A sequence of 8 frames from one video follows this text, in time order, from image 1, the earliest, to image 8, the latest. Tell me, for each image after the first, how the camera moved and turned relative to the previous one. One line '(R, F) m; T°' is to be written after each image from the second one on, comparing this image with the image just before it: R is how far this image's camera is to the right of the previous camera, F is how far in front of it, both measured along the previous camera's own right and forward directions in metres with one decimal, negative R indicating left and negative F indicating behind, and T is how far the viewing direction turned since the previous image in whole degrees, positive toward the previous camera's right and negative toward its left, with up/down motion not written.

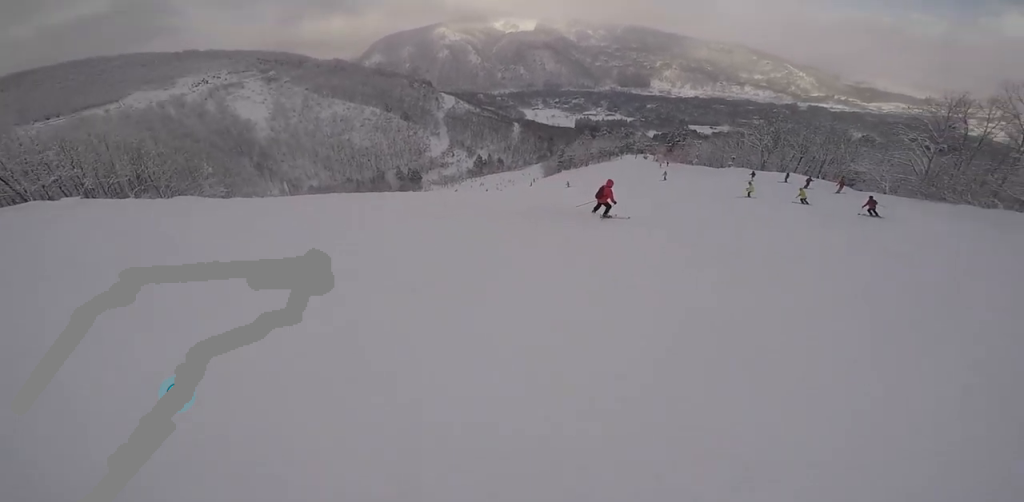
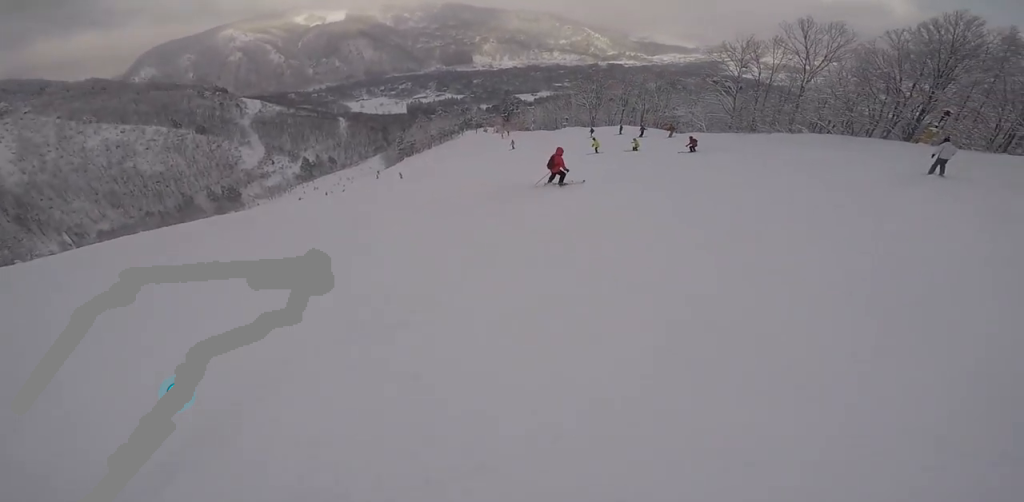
(+0.9, +2.7) m; +30°
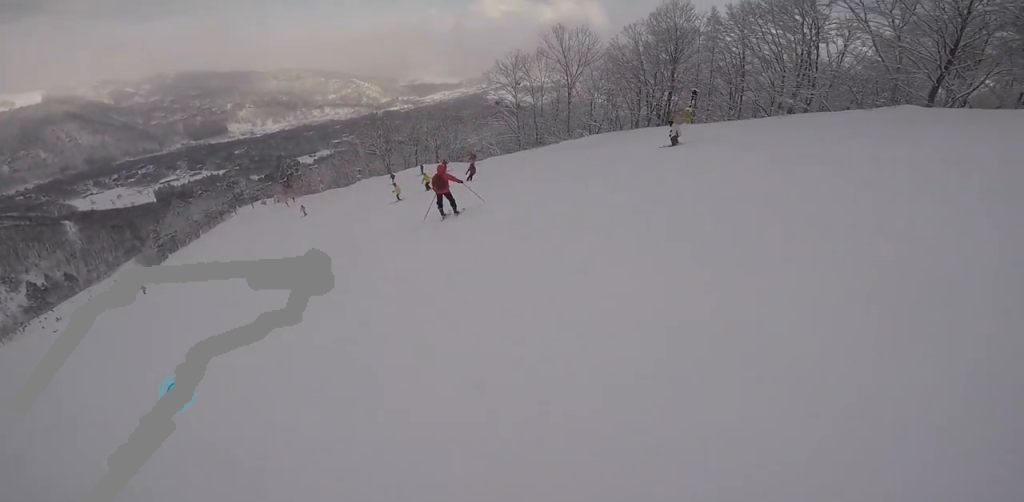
(+0.9, +2.9) m; +26°
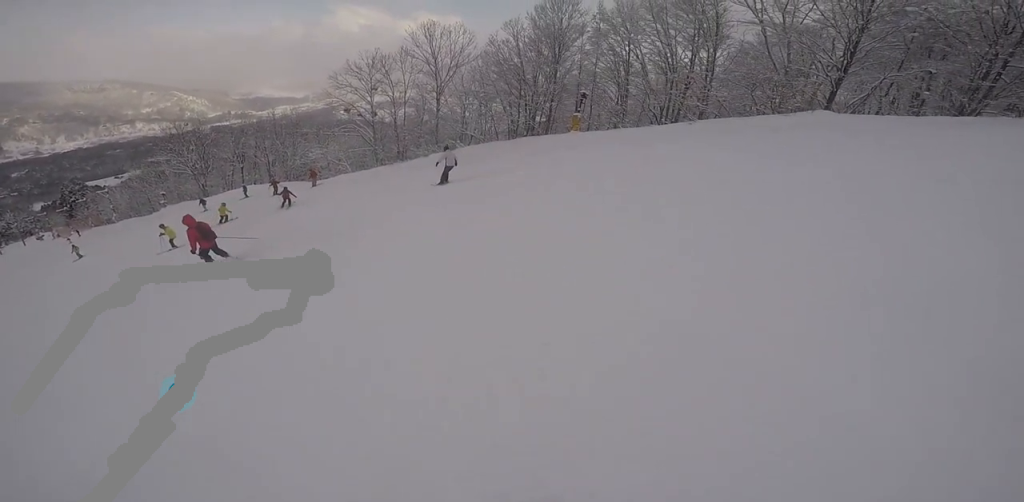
(+1.9, +5.4) m; +20°
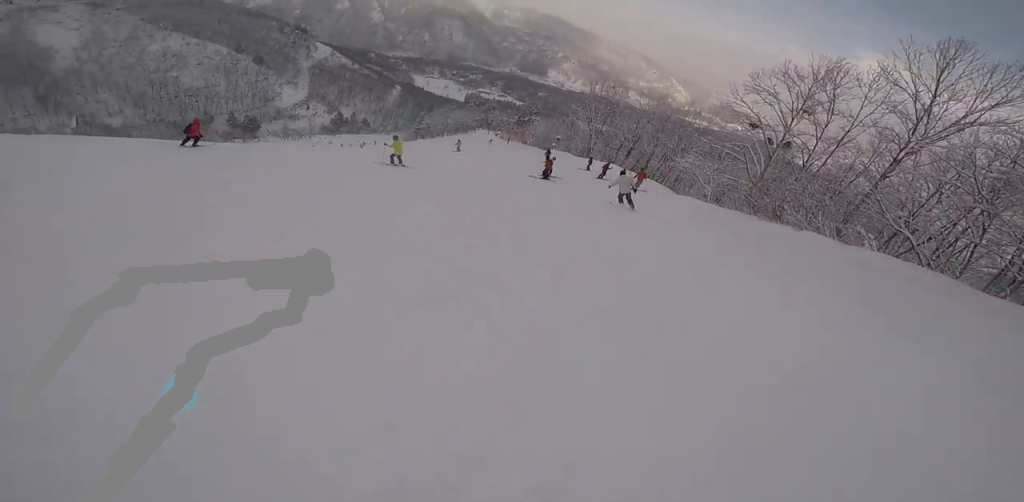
(-2.2, +10.5) m; -40°
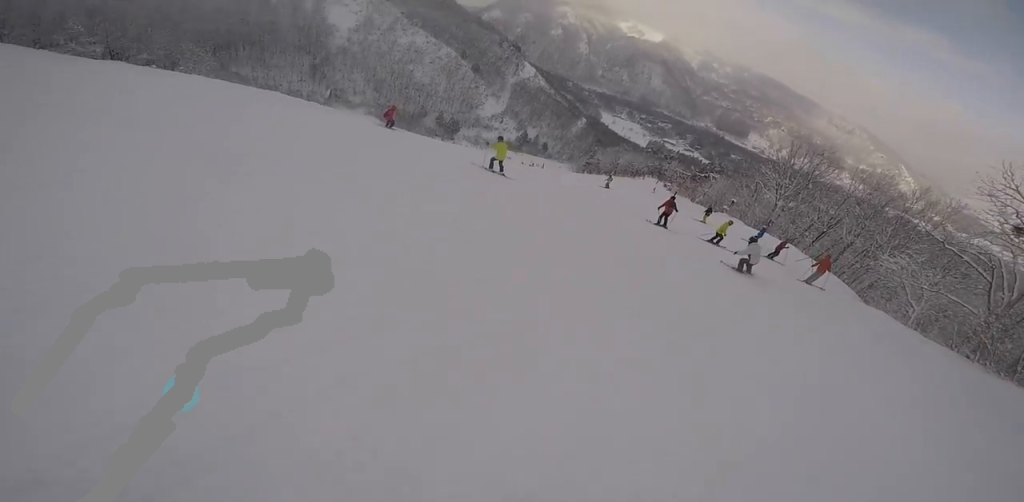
(-0.6, +3.8) m; -21°
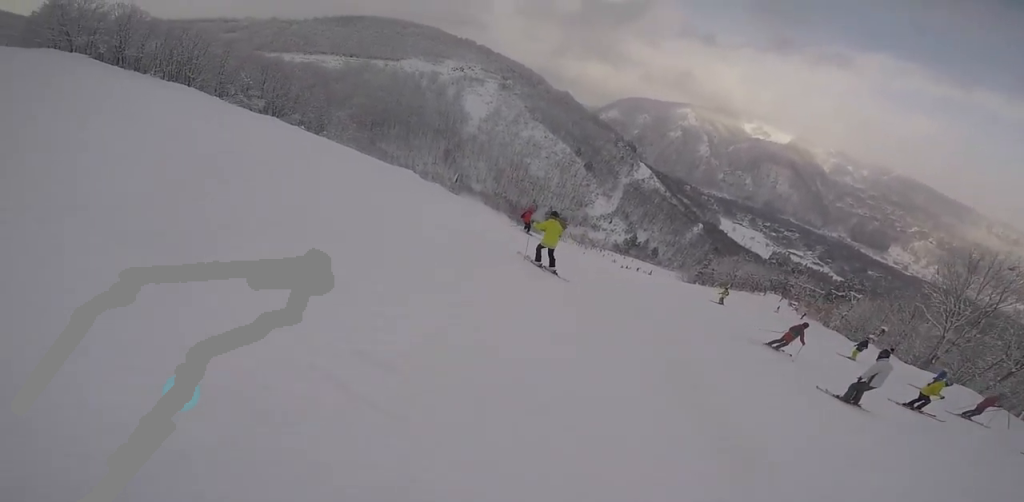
(-0.6, +4.0) m; -29°
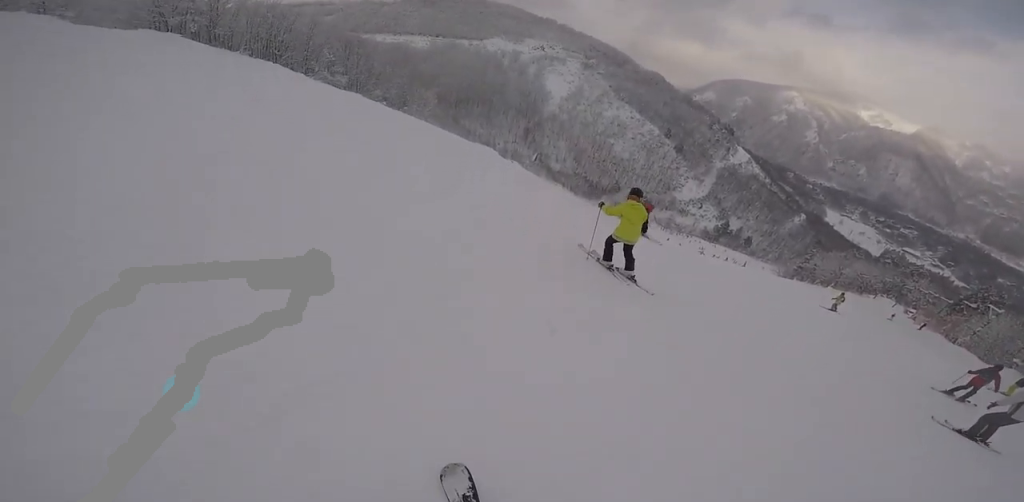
(-0.8, +2.1) m; -16°
